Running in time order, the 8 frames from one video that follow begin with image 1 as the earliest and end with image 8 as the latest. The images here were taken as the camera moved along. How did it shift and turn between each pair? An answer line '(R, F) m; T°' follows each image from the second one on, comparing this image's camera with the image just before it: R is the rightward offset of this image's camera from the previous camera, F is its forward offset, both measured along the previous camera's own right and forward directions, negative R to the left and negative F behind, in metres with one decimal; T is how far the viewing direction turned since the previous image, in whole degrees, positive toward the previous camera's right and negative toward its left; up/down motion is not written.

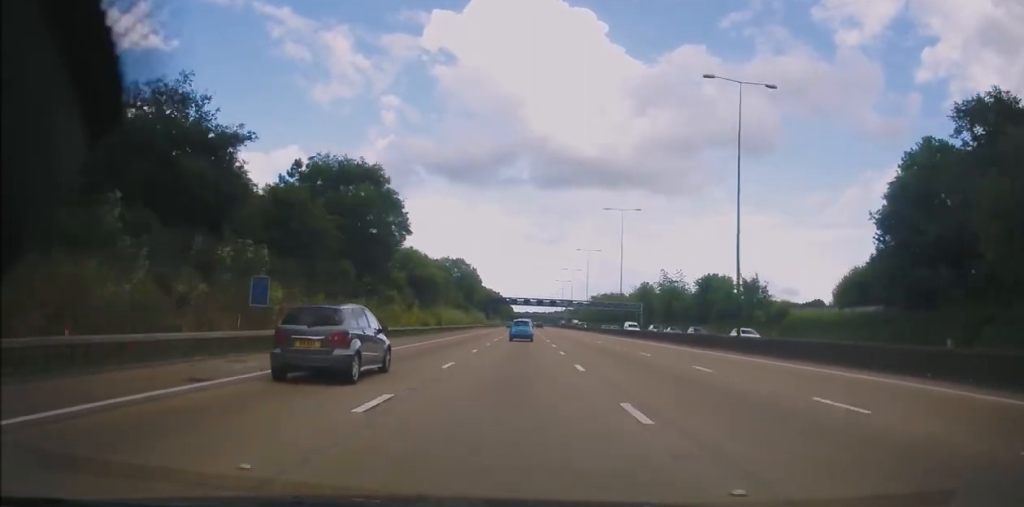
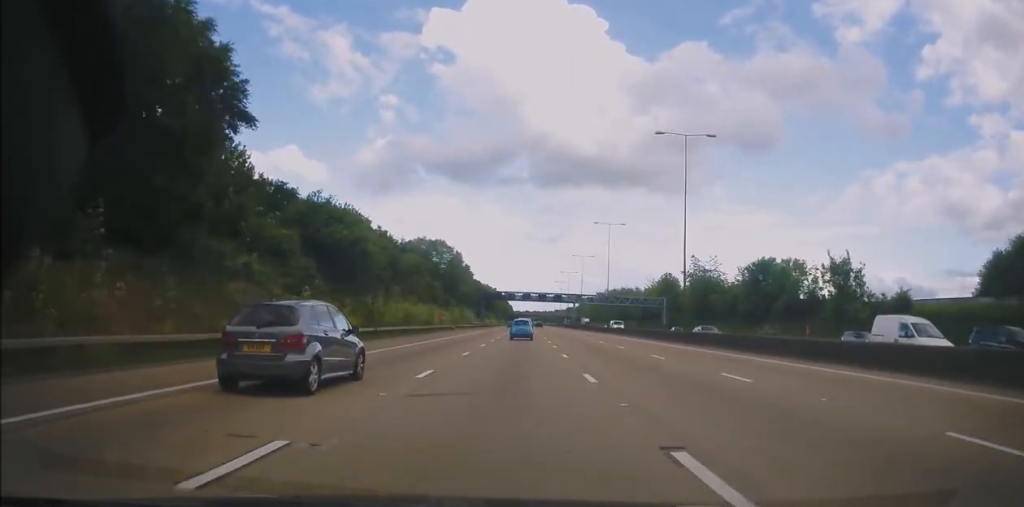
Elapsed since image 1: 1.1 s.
(+0.1, +29.9) m; +1°
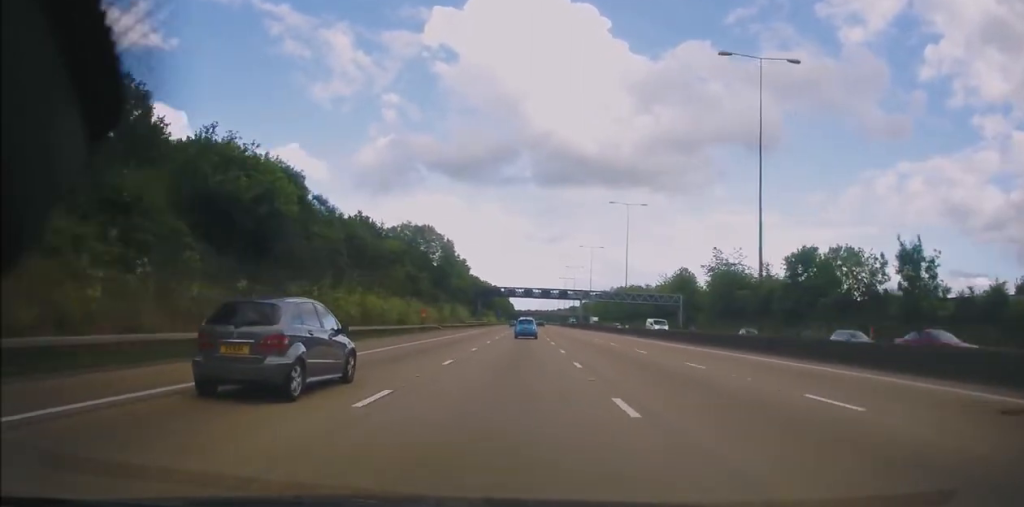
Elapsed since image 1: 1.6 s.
(+0.2, +14.1) m; 0°
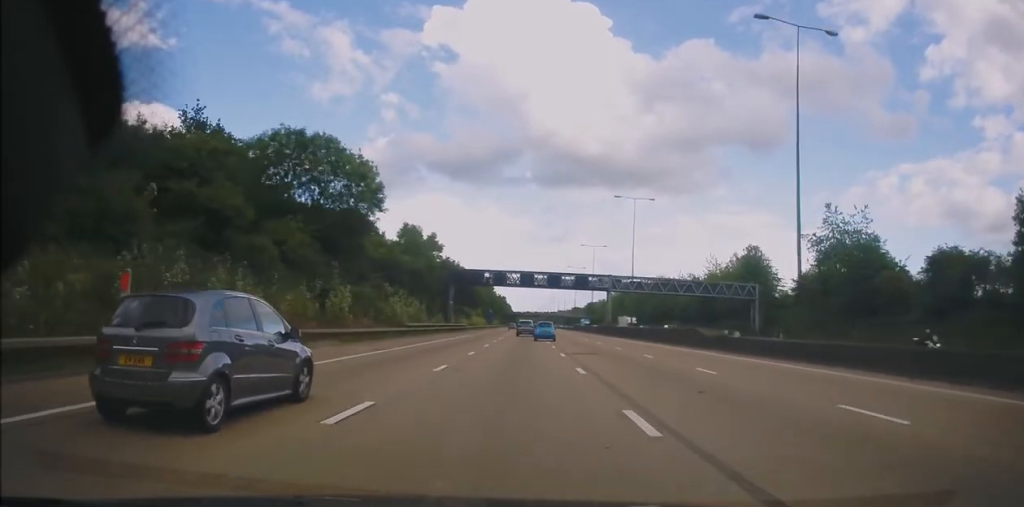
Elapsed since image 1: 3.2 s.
(-0.3, +45.5) m; 0°
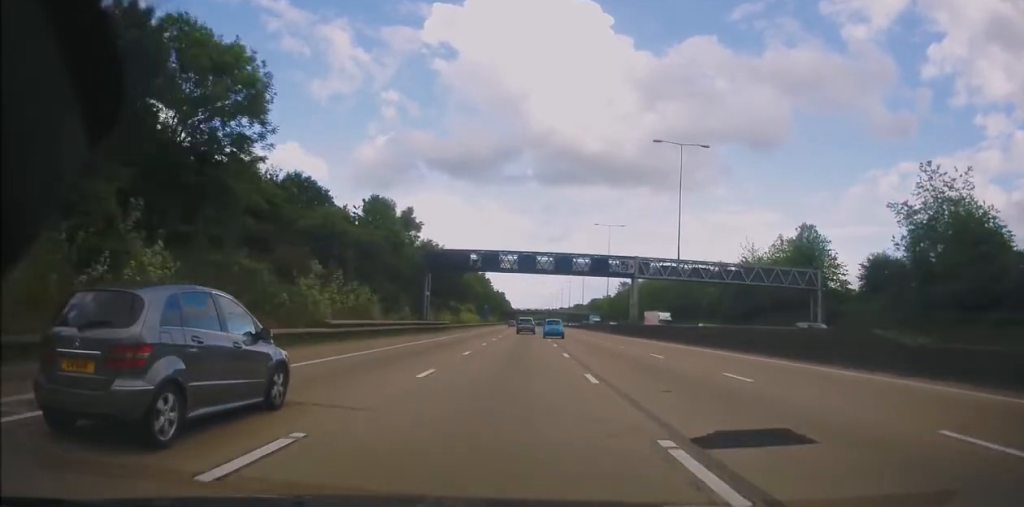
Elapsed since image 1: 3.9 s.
(+0.4, +20.0) m; 0°
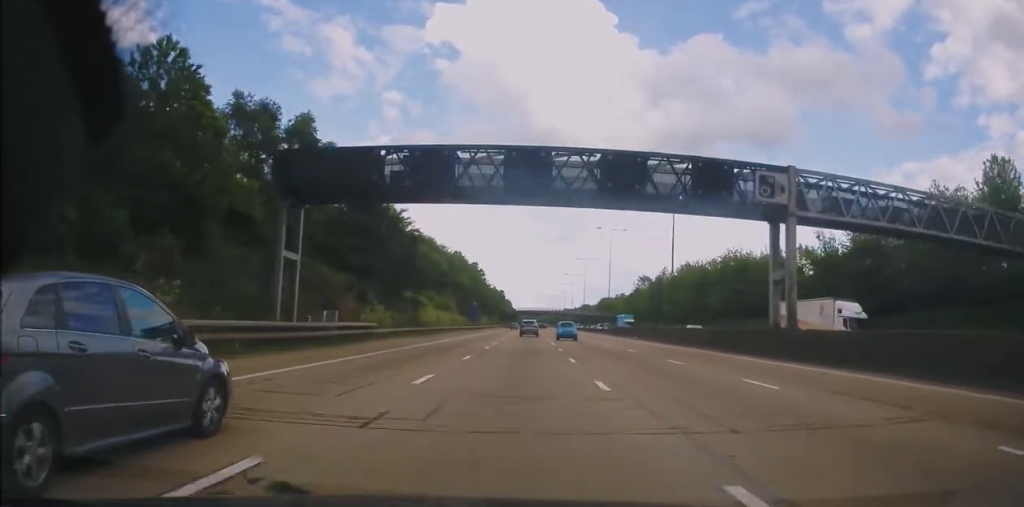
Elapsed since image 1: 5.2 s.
(-0.7, +37.6) m; -1°
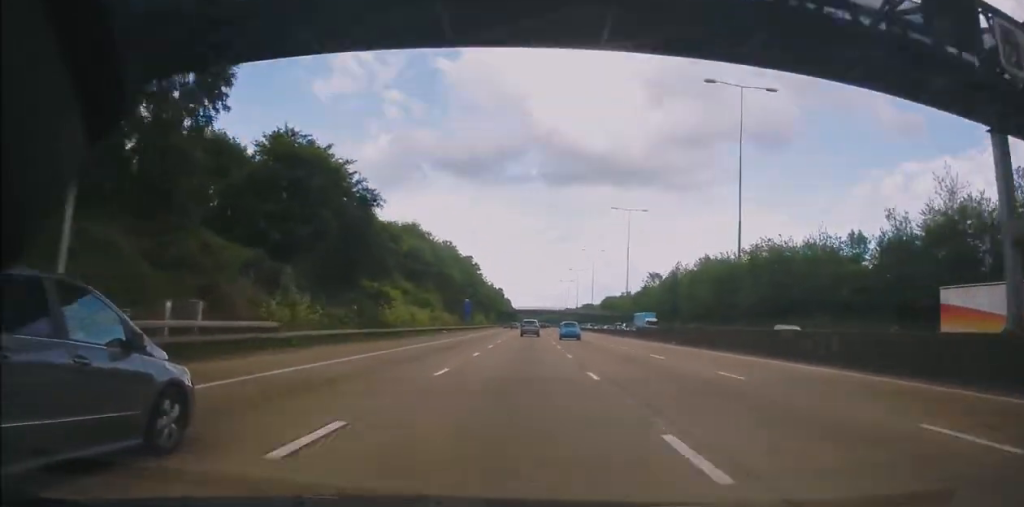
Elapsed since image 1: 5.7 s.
(+0.1, +15.5) m; 0°
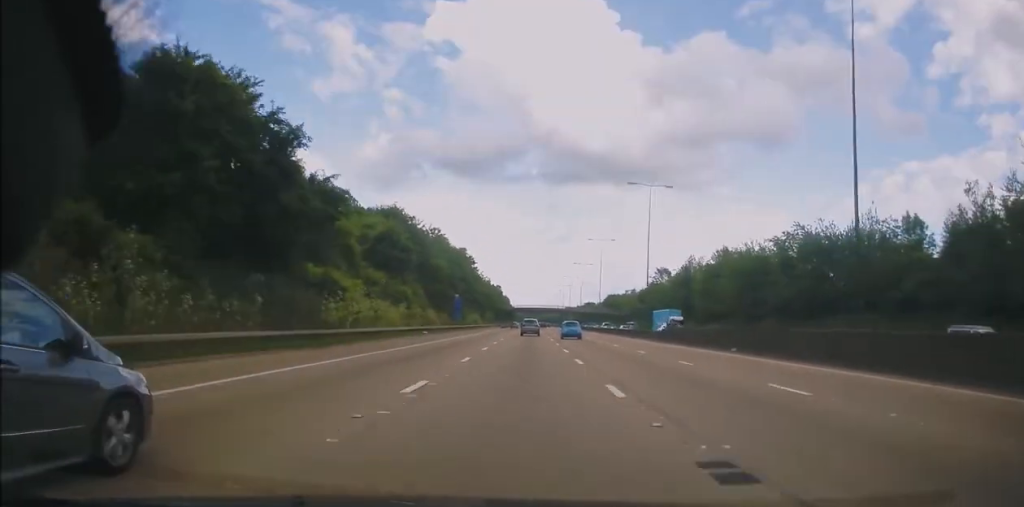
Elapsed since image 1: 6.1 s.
(0.0, +12.7) m; 0°
